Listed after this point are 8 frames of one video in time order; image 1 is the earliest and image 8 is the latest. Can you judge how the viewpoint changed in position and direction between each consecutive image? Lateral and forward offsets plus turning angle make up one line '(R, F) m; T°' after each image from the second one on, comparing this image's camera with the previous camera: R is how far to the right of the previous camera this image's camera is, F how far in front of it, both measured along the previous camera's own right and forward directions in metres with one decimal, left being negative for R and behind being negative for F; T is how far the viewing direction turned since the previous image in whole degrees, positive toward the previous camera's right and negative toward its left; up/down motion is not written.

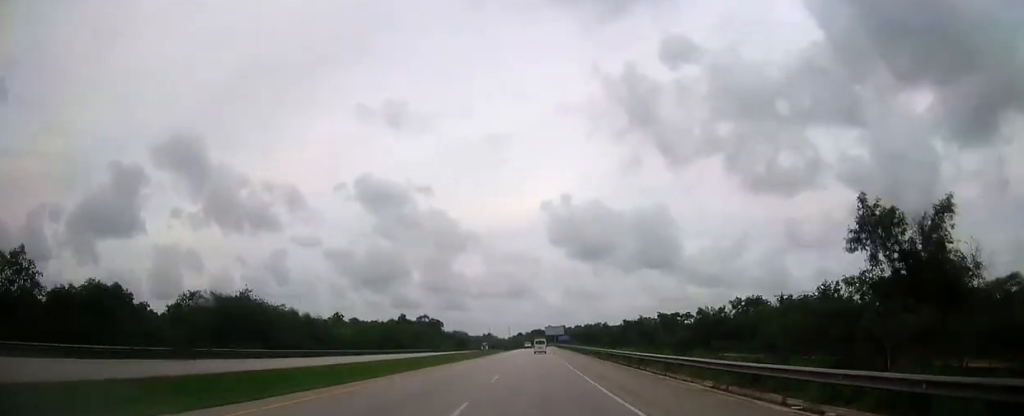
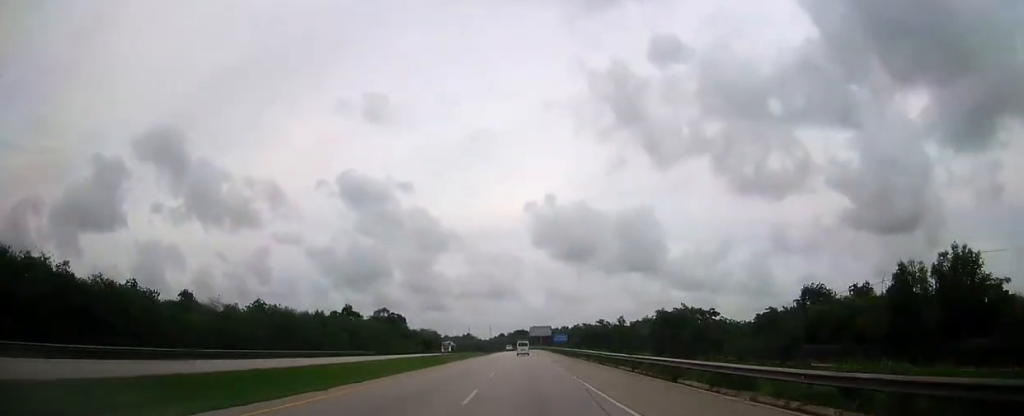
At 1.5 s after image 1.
(+0.7, +42.3) m; +1°
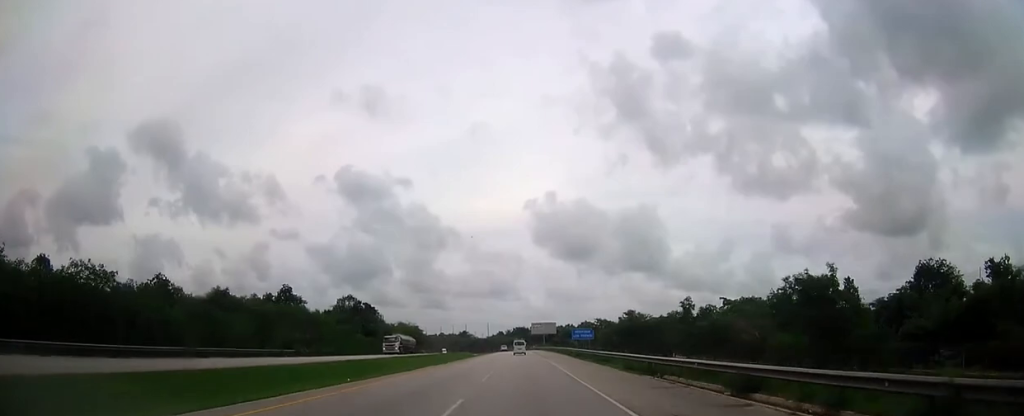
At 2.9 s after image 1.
(+0.5, +39.4) m; +1°
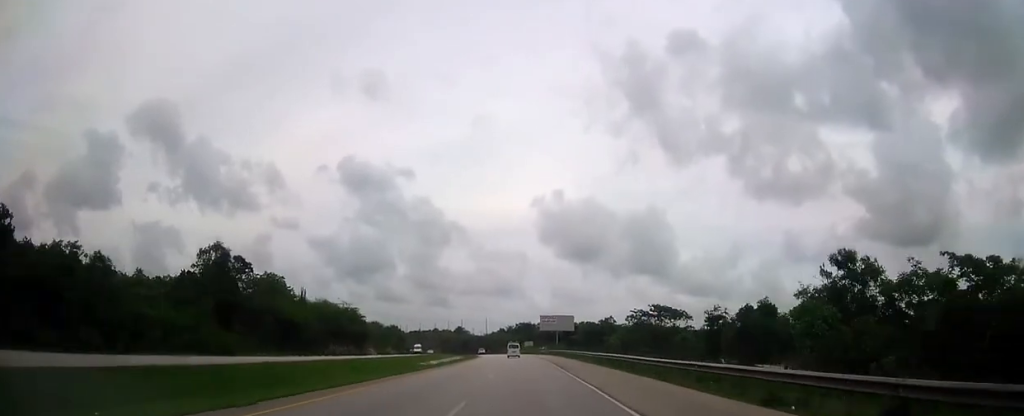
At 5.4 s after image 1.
(0.0, +68.8) m; -1°
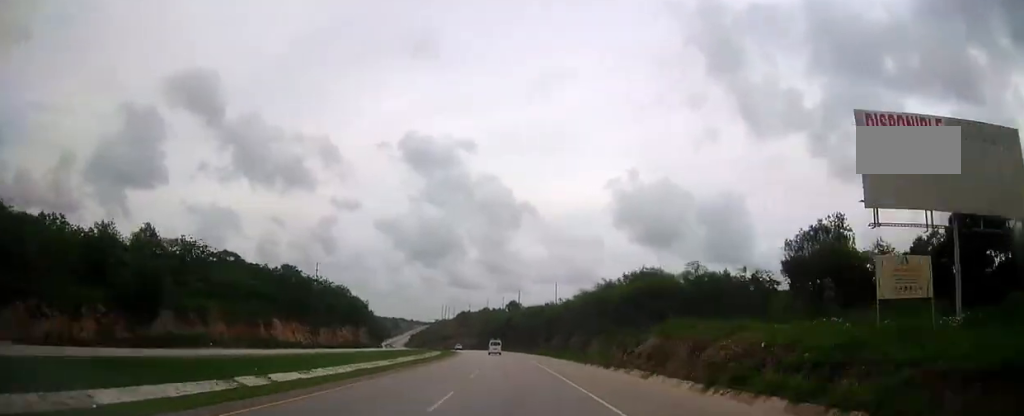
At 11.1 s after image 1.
(-7.8, +167.4) m; -7°
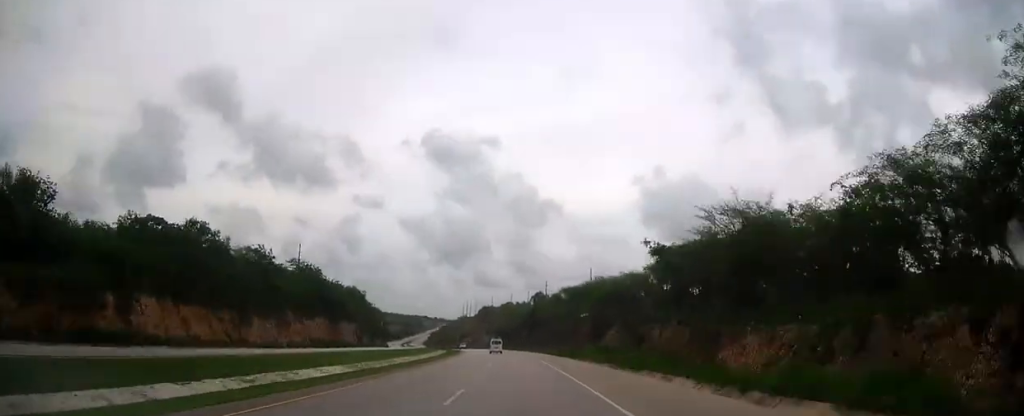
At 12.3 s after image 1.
(-0.9, +37.3) m; -2°
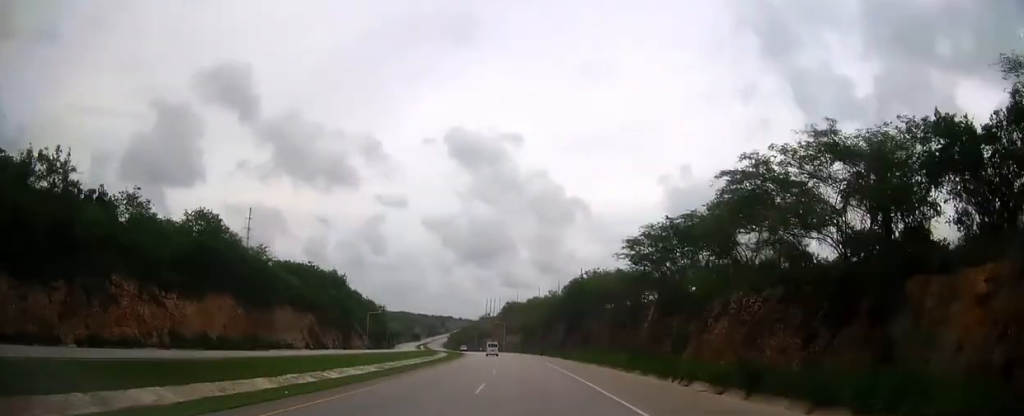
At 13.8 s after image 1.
(-1.2, +46.3) m; -3°
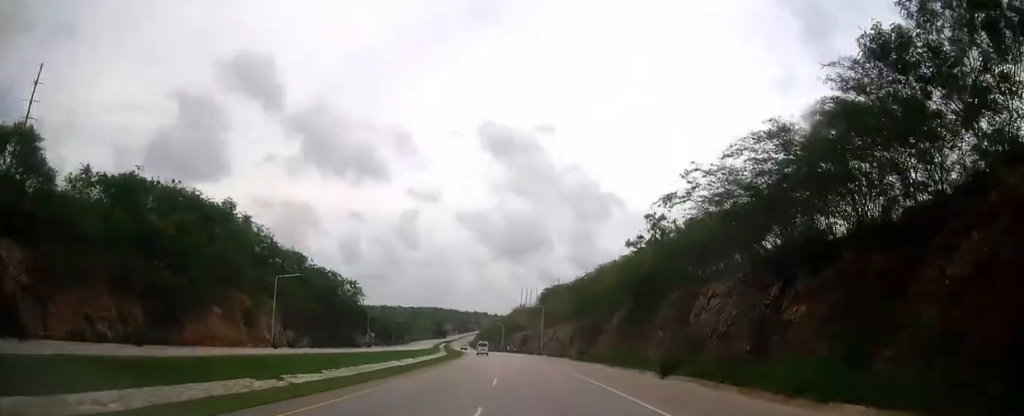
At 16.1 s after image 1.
(-2.4, +70.9) m; -4°
